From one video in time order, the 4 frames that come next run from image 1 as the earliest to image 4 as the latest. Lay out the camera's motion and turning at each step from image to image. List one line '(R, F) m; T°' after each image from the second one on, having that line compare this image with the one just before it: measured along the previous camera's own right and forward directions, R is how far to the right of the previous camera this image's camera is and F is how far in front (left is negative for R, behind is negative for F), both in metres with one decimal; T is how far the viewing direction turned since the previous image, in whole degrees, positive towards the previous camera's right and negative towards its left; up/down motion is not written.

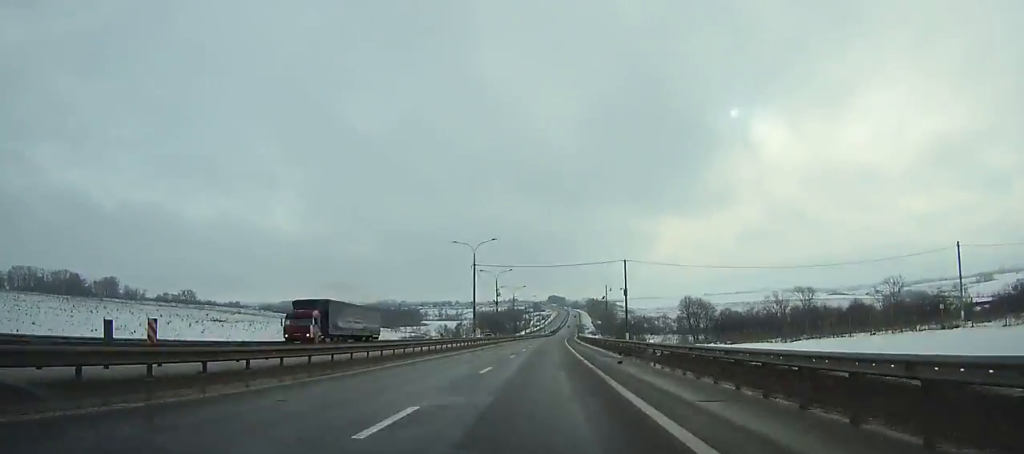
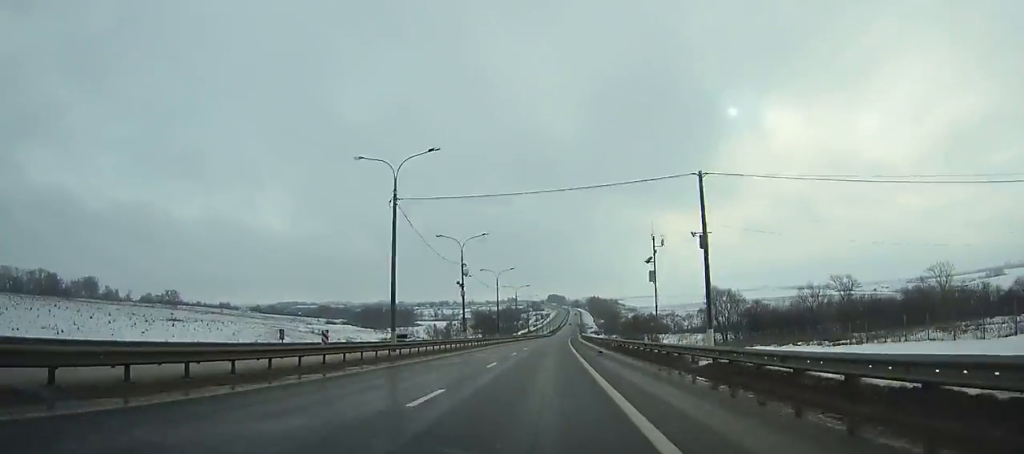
(+0.1, +32.5) m; 0°
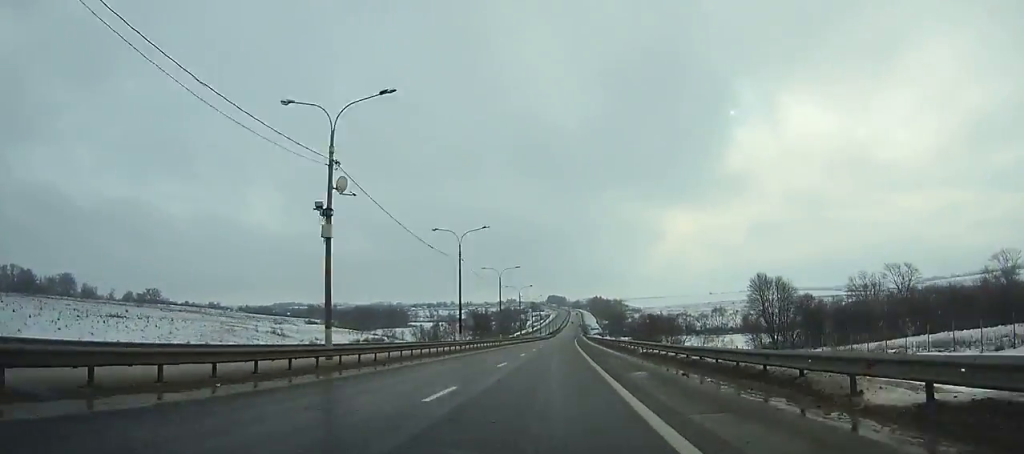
(+0.1, +35.3) m; 0°
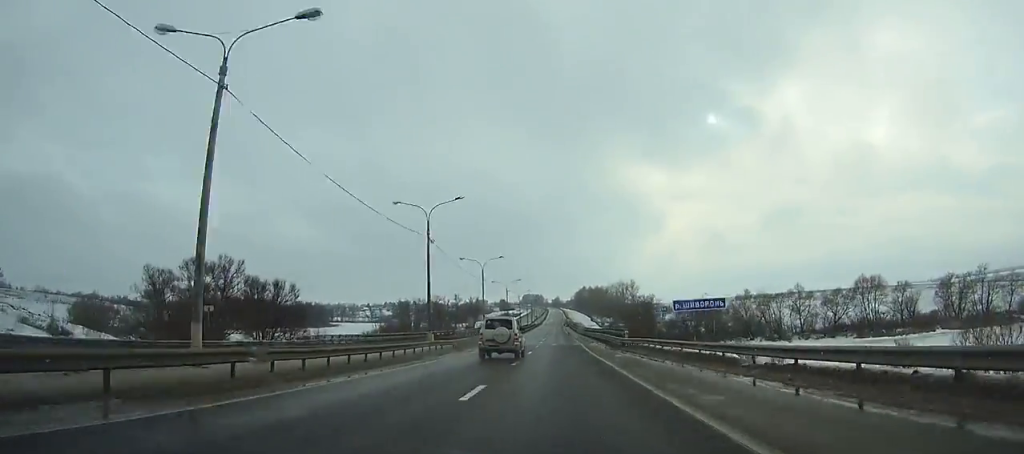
(+3.8, +189.3) m; +2°
